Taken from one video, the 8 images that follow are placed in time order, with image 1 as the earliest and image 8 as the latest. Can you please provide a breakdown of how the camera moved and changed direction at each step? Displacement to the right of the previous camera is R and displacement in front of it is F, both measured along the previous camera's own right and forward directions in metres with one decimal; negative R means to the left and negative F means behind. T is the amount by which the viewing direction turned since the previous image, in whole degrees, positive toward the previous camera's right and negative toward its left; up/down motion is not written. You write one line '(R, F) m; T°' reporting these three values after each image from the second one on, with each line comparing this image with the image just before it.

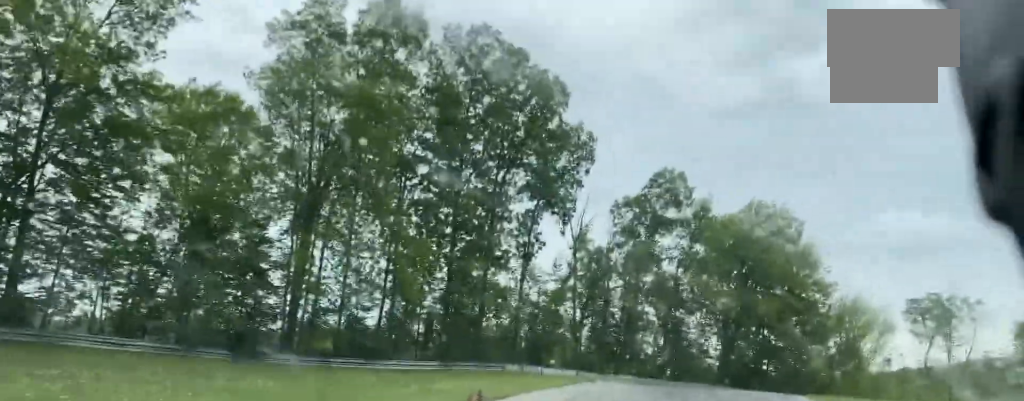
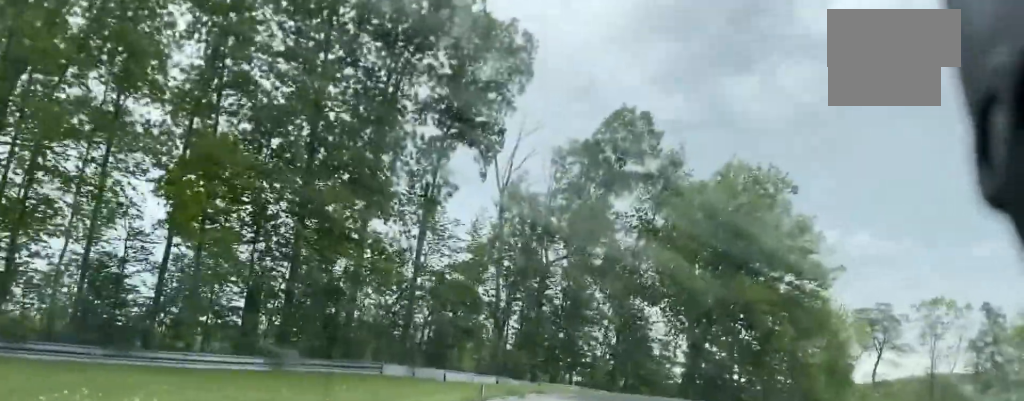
(+0.8, +24.2) m; +4°
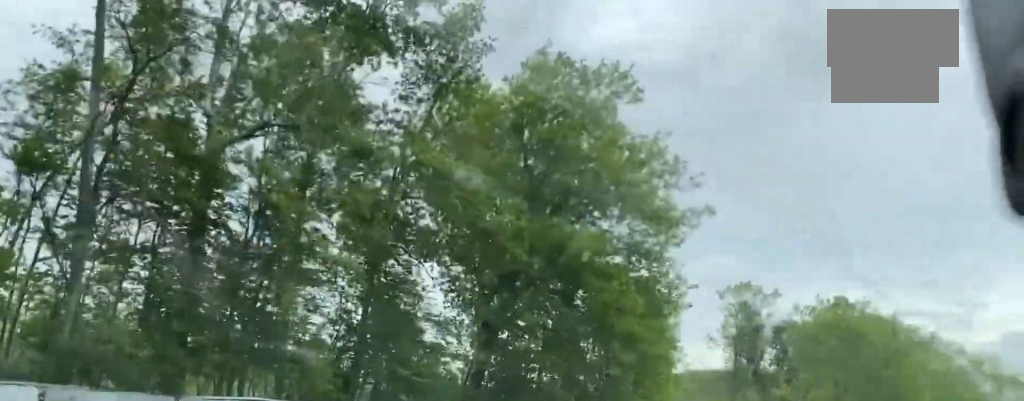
(+3.4, +34.5) m; +24°
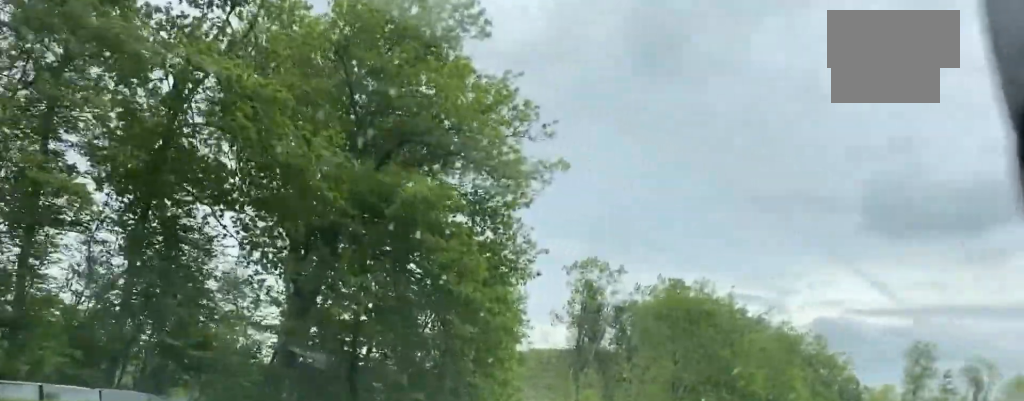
(+1.0, +7.6) m; +14°
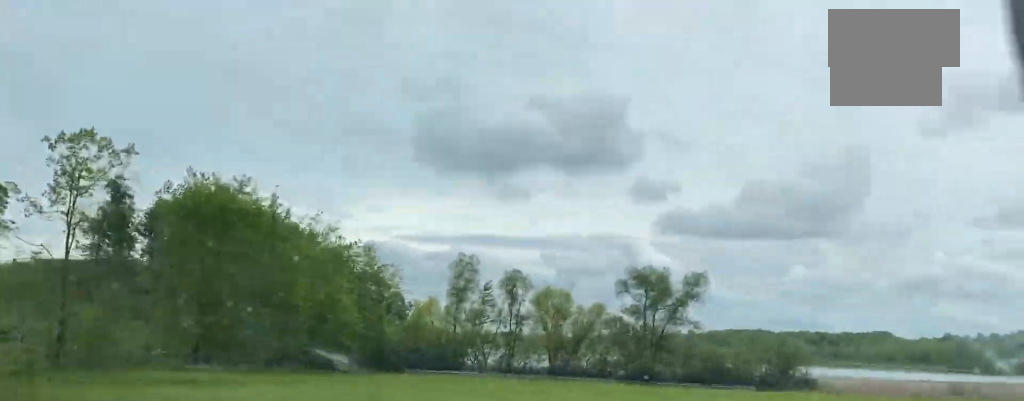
(+5.2, +16.3) m; +35°
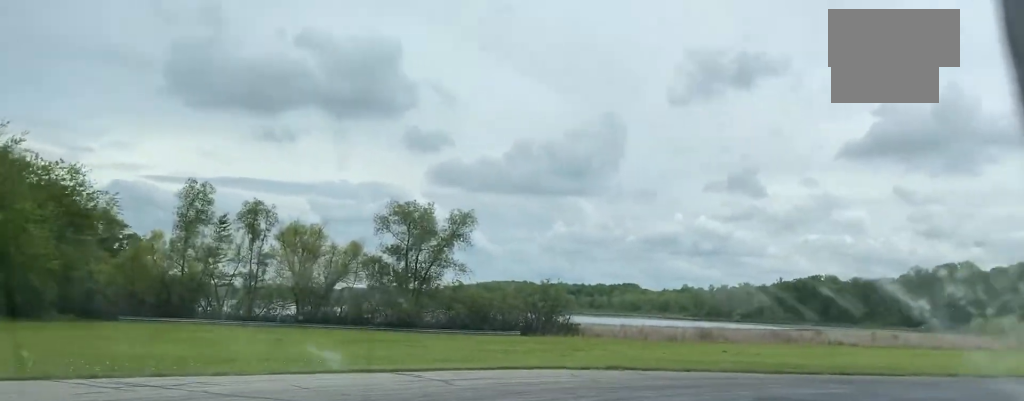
(+1.3, +9.7) m; +19°
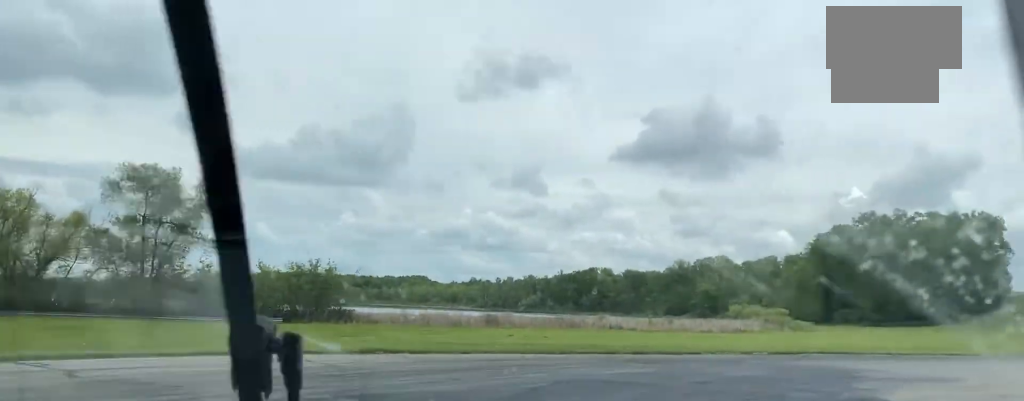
(+1.5, +8.0) m; +14°
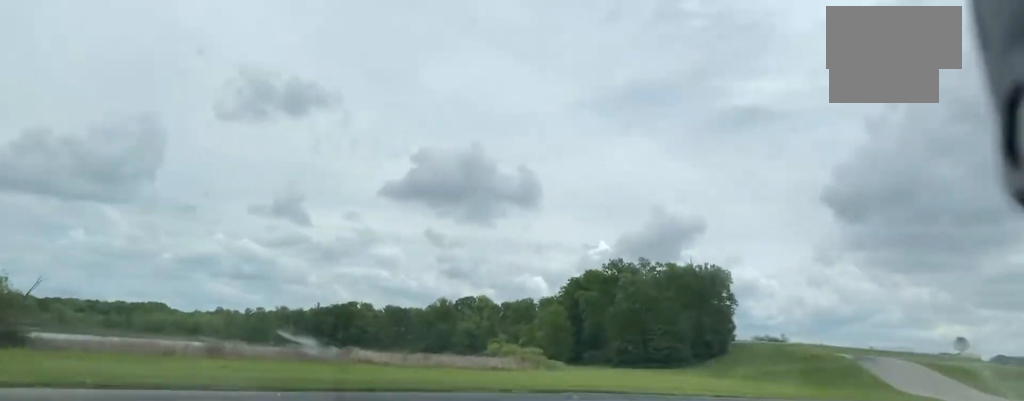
(+0.4, +7.9) m; +12°
